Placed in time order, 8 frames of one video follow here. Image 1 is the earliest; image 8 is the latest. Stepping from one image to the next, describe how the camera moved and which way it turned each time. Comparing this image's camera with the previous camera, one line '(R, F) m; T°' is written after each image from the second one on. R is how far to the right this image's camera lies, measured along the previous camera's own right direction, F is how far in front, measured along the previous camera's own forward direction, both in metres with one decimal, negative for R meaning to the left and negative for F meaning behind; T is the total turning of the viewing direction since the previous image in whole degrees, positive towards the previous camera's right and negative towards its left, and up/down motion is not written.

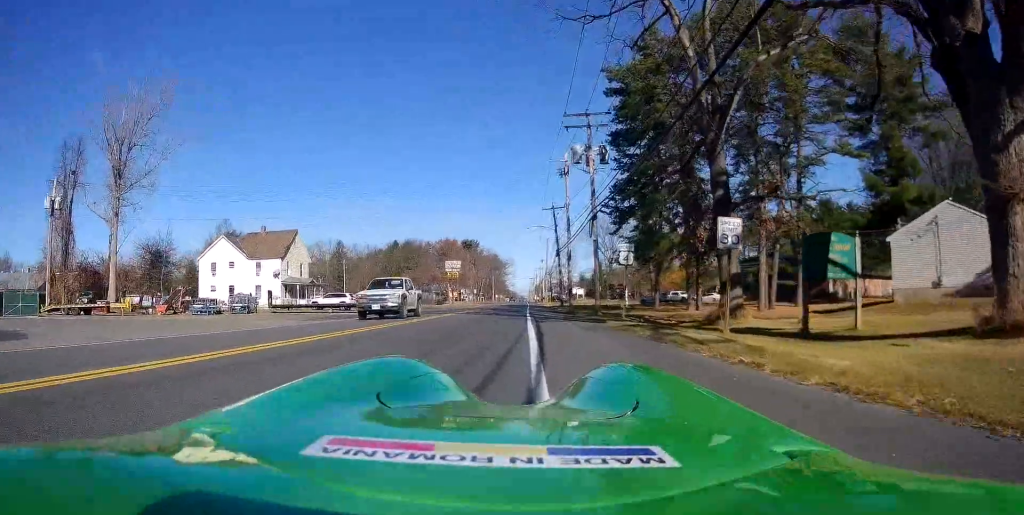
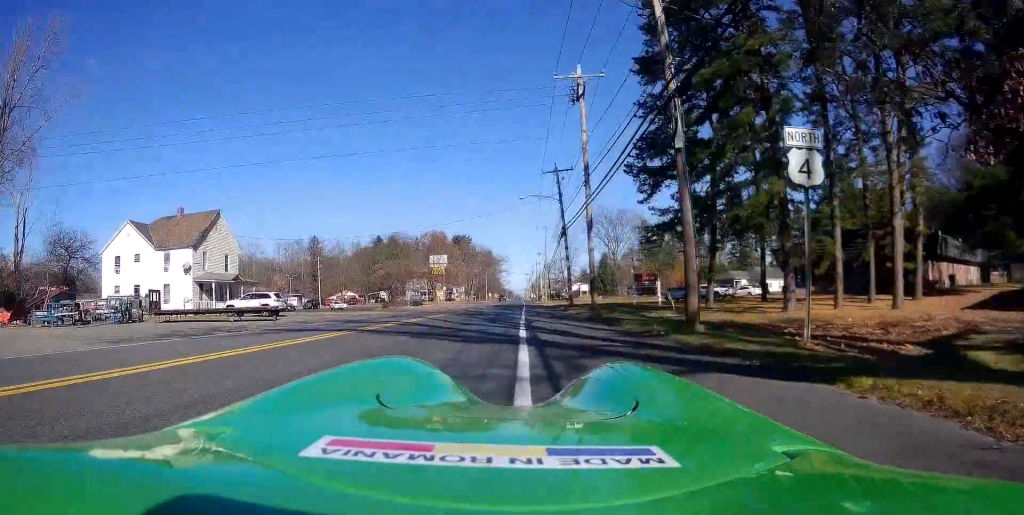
(-0.4, +15.8) m; -2°
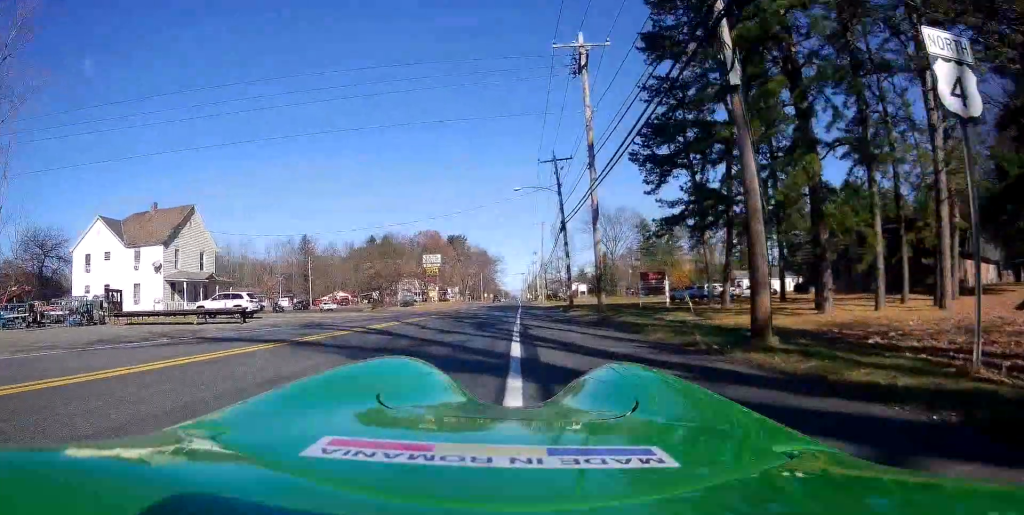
(+0.1, +3.7) m; 0°
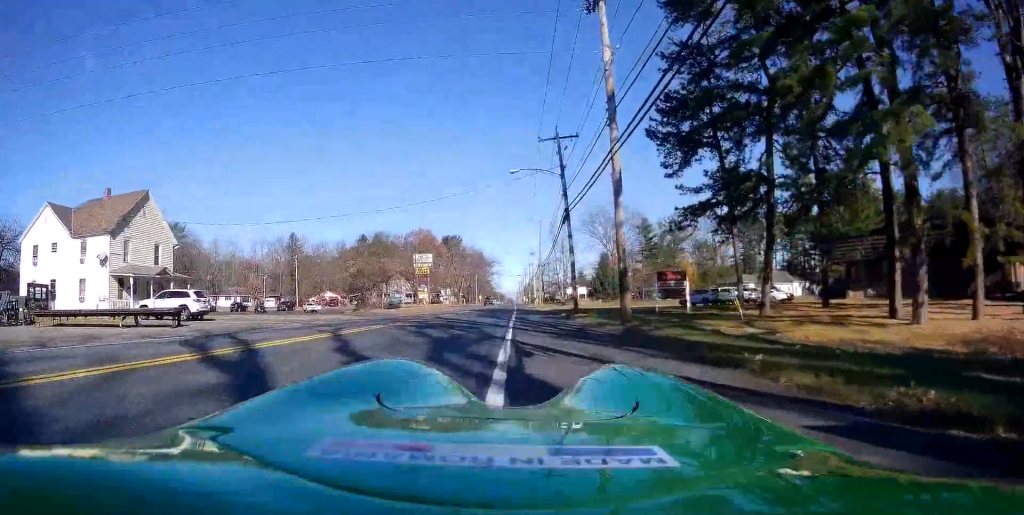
(-0.2, +6.0) m; 0°
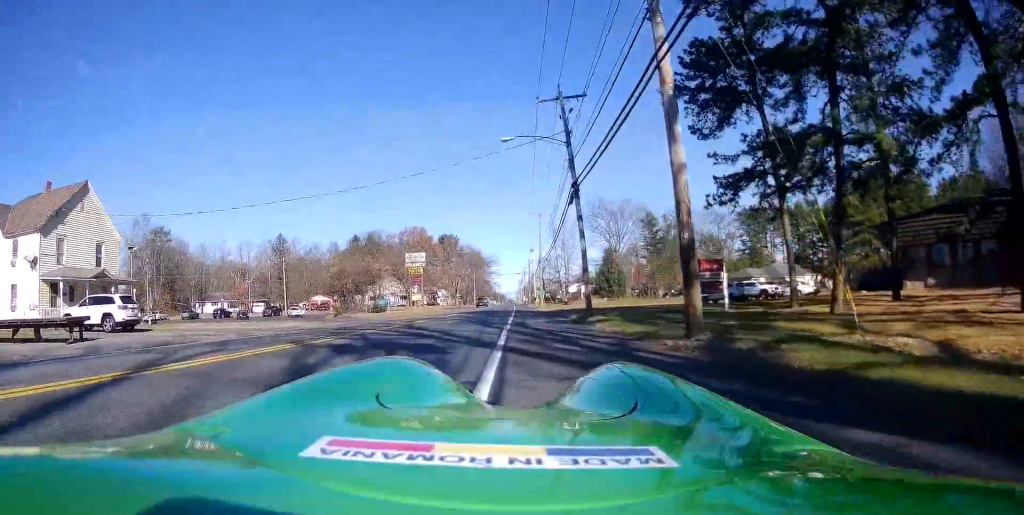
(0.0, +6.5) m; +2°
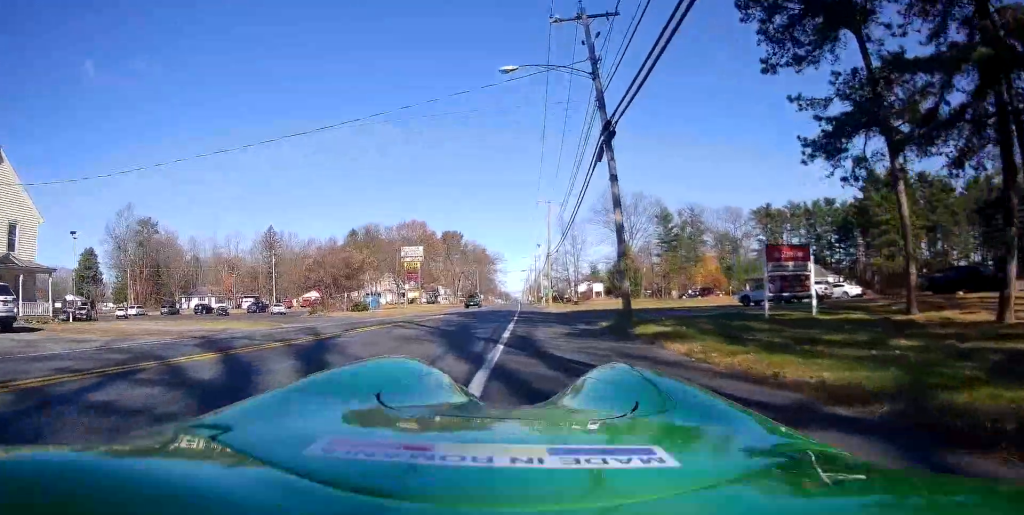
(+0.3, +8.8) m; +3°
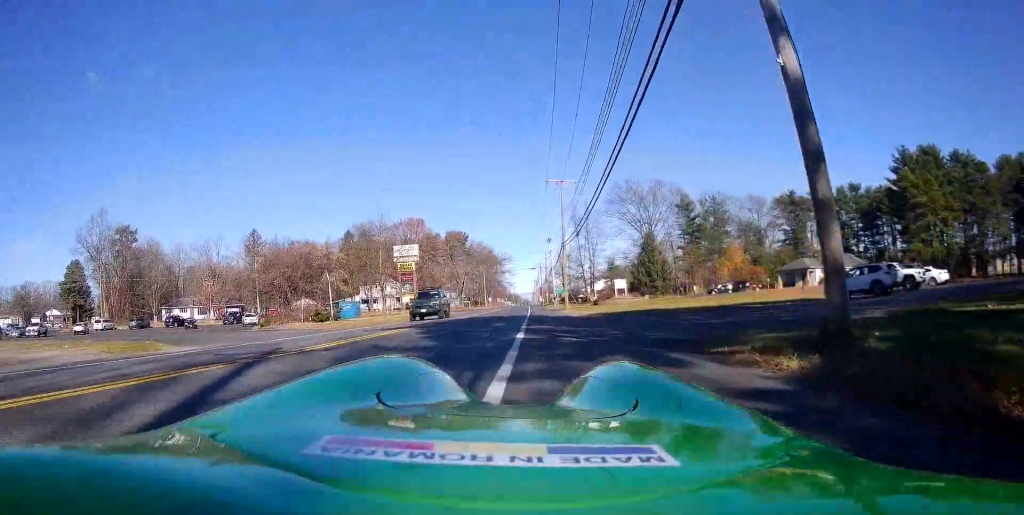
(-0.1, +11.8) m; -3°
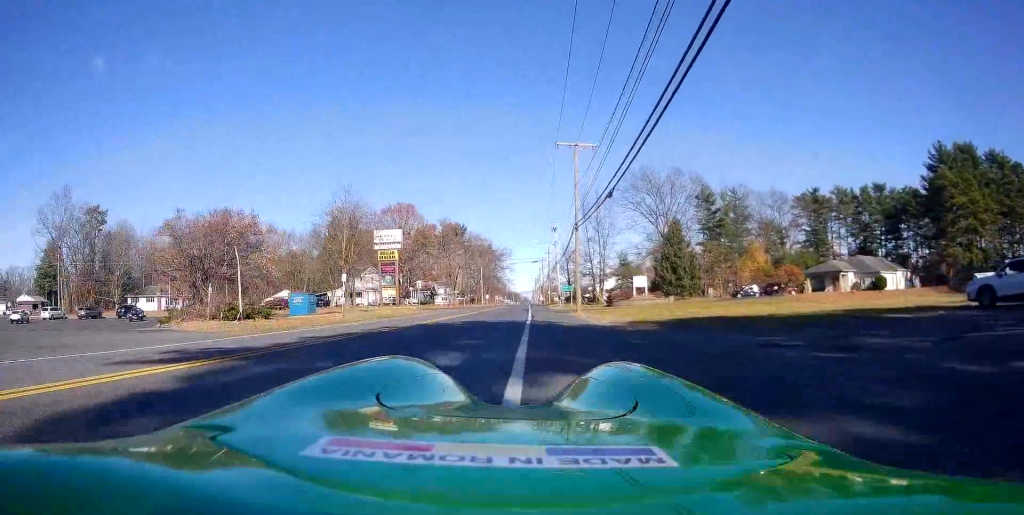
(-0.4, +12.3) m; -1°
